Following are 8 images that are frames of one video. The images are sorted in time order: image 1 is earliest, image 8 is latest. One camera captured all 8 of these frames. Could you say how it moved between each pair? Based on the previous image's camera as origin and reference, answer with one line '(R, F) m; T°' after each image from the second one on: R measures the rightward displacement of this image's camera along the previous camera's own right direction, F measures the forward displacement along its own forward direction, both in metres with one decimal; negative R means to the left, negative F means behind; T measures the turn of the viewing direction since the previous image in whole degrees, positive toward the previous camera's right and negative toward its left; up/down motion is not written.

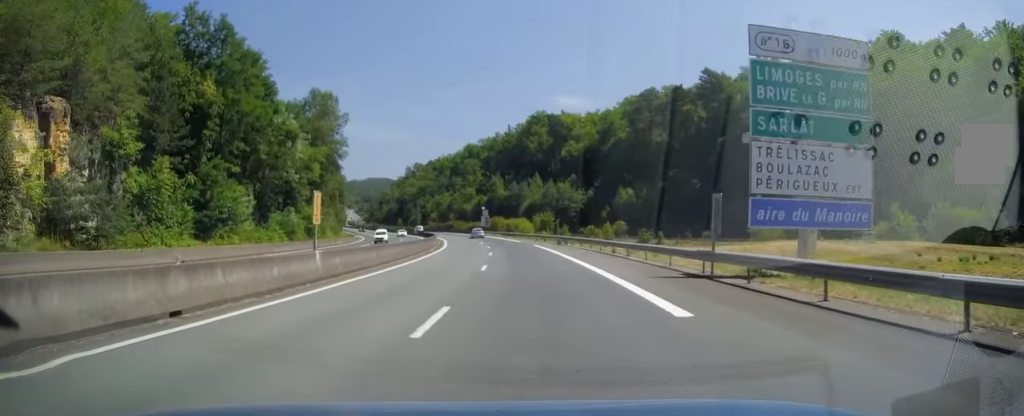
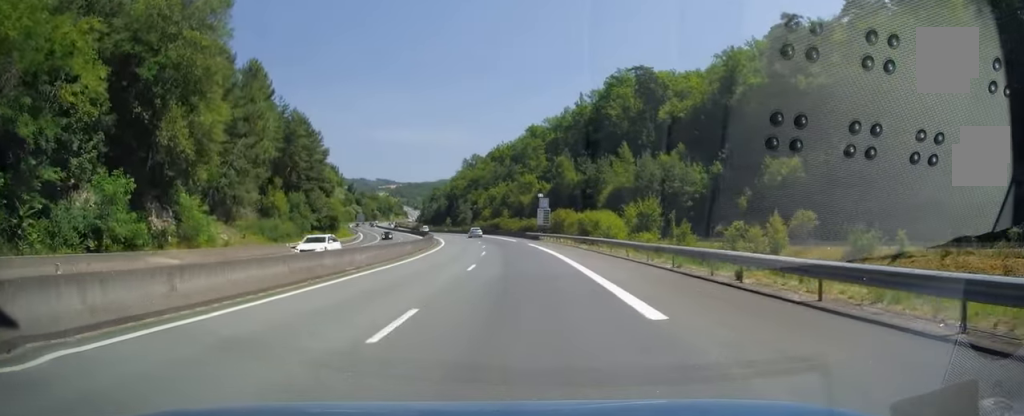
(-2.7, +51.5) m; -6°
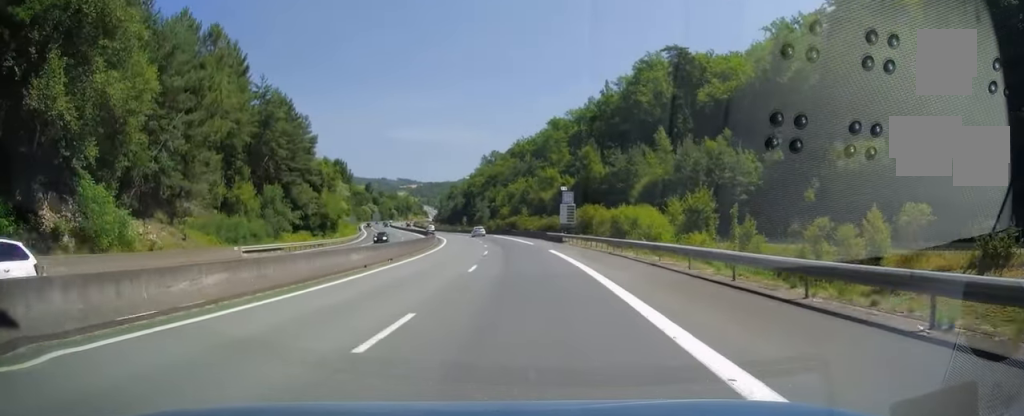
(+0.1, +13.7) m; -2°
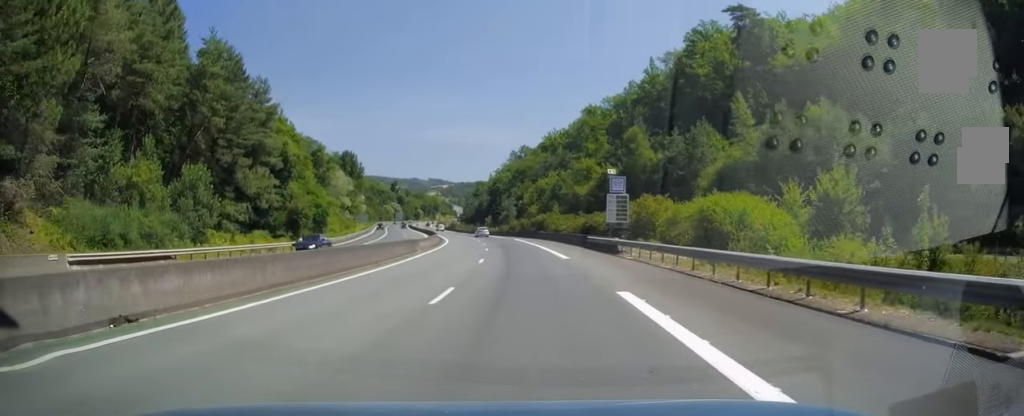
(-0.9, +21.6) m; -3°
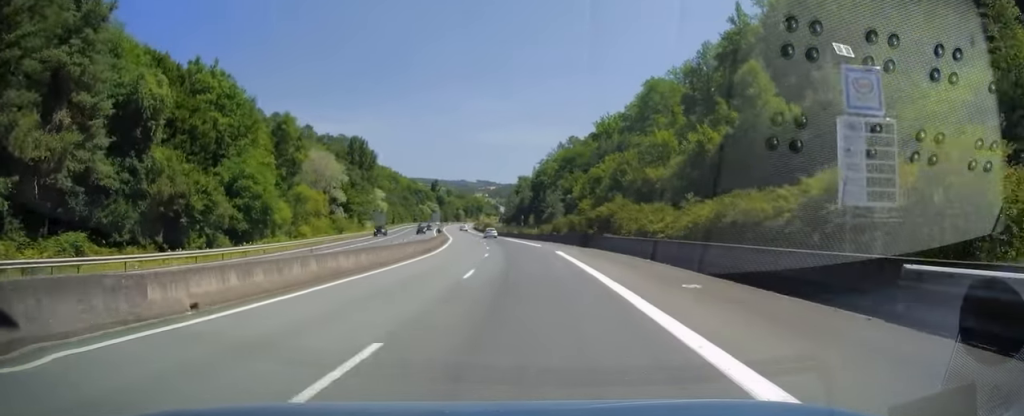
(-1.5, +33.1) m; -5°
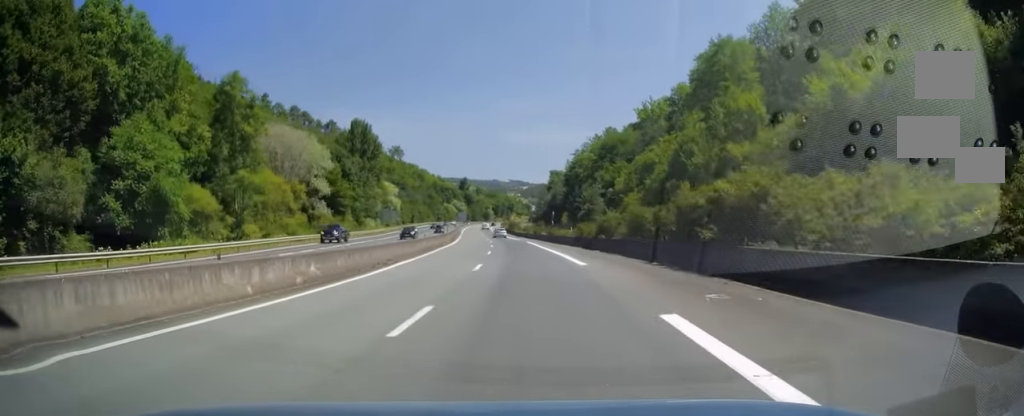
(-0.7, +22.7) m; -3°
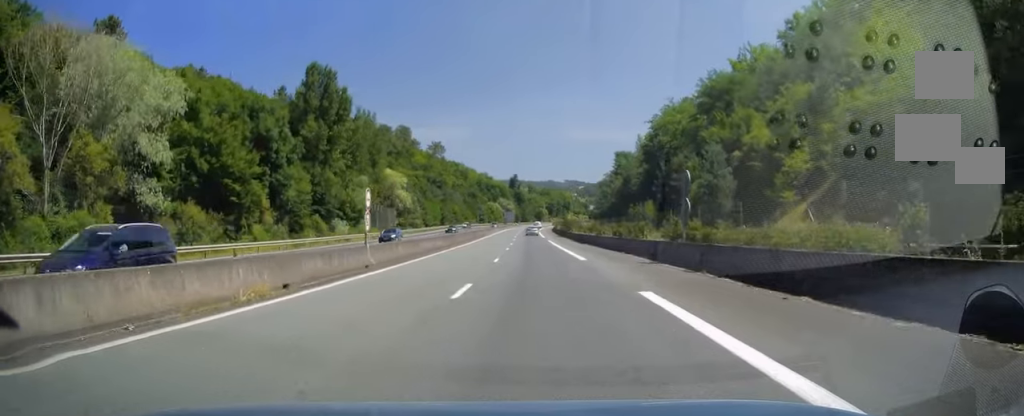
(-2.1, +48.0) m; -5°
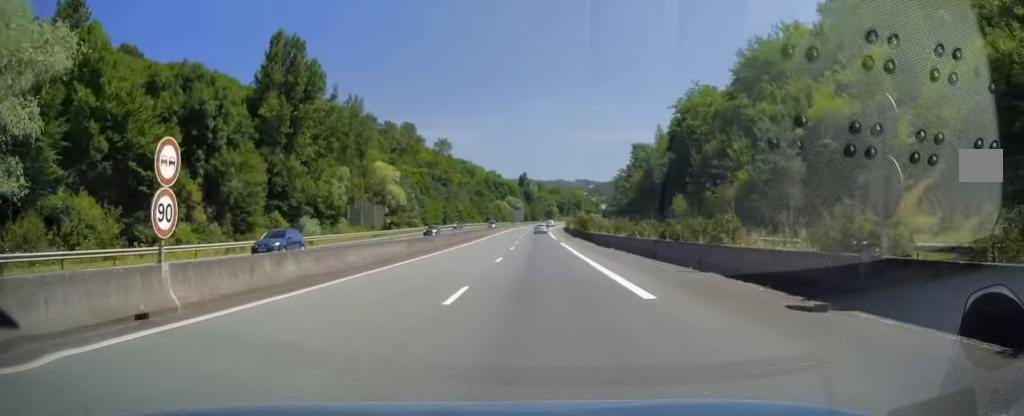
(-0.2, +13.8) m; -1°
